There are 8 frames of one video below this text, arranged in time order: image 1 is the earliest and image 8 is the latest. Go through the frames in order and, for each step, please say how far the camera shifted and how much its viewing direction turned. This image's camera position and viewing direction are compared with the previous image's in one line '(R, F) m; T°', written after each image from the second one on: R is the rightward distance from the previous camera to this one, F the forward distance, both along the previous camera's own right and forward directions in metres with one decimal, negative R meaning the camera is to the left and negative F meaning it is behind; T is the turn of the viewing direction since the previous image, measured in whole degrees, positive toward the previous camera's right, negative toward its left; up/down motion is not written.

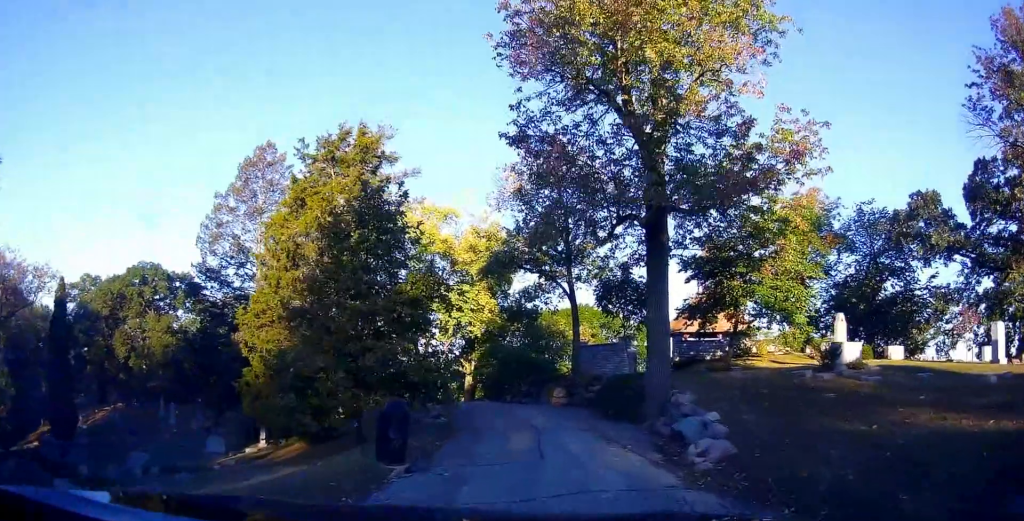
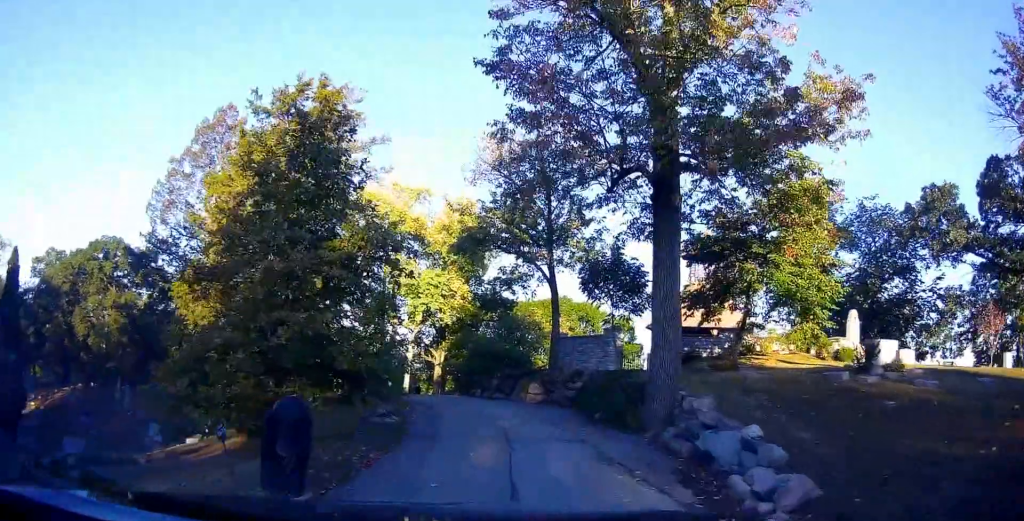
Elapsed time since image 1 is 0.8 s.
(+0.1, +3.3) m; +5°
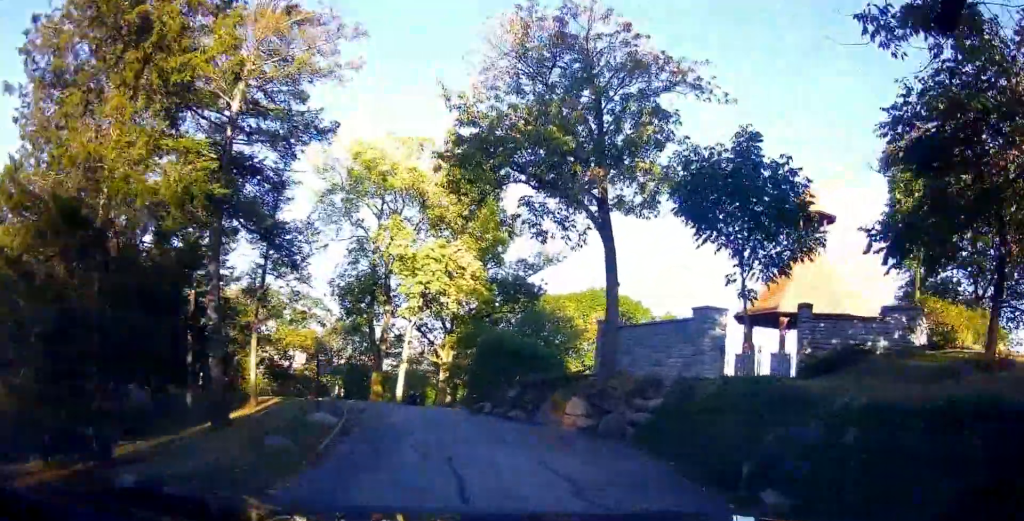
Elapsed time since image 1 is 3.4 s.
(+1.7, +11.3) m; +9°
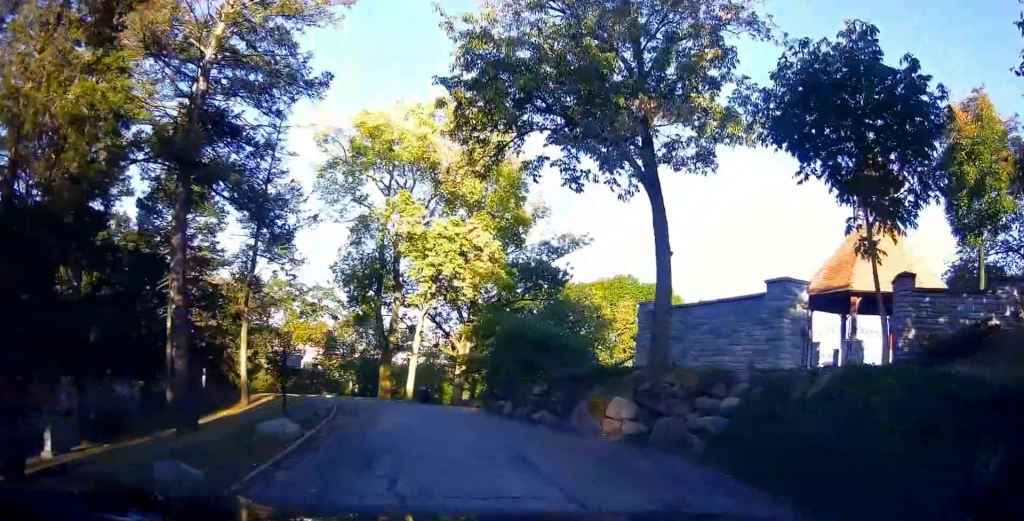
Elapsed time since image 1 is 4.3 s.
(-0.2, +3.9) m; -3°
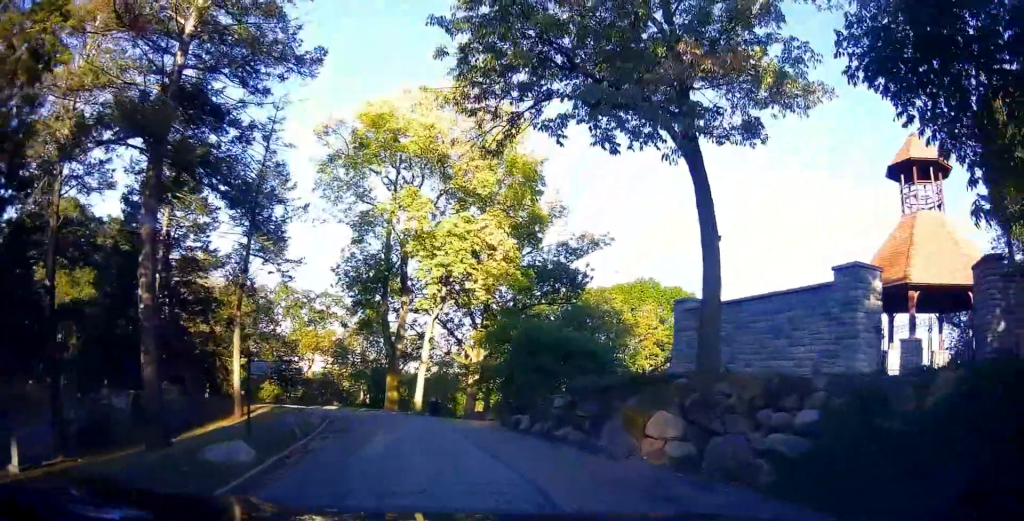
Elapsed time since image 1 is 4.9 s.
(0.0, +2.5) m; -5°
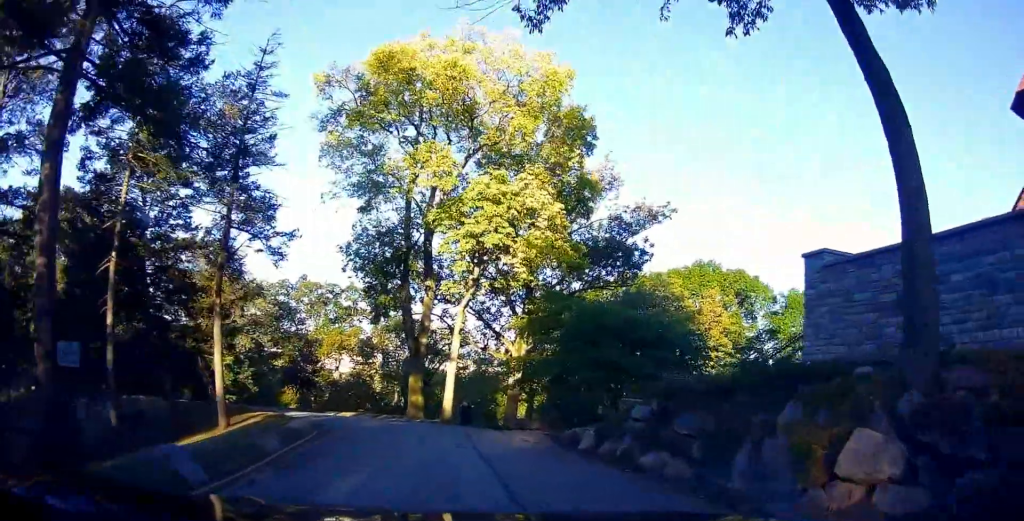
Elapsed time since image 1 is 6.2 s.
(-0.6, +5.2) m; -4°
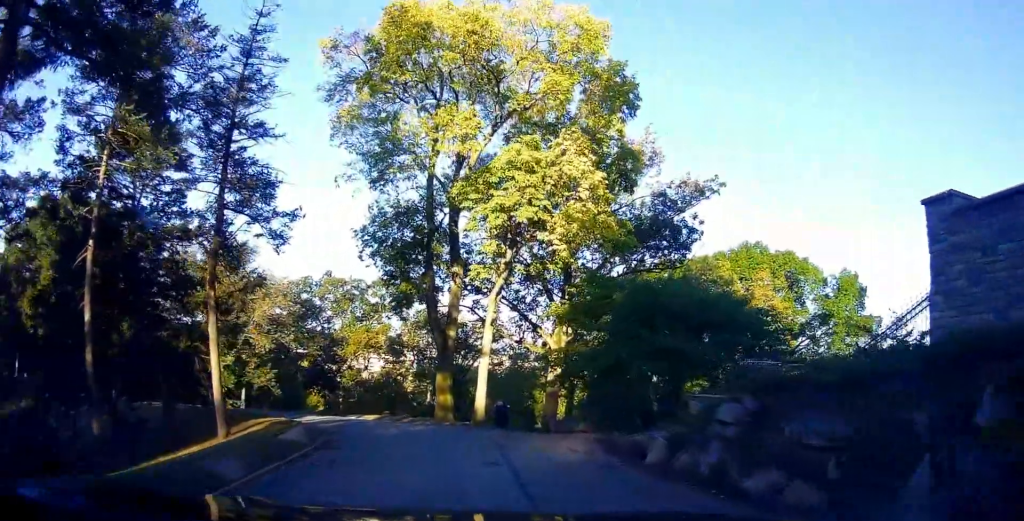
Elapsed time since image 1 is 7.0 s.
(+0.3, +2.9) m; -2°
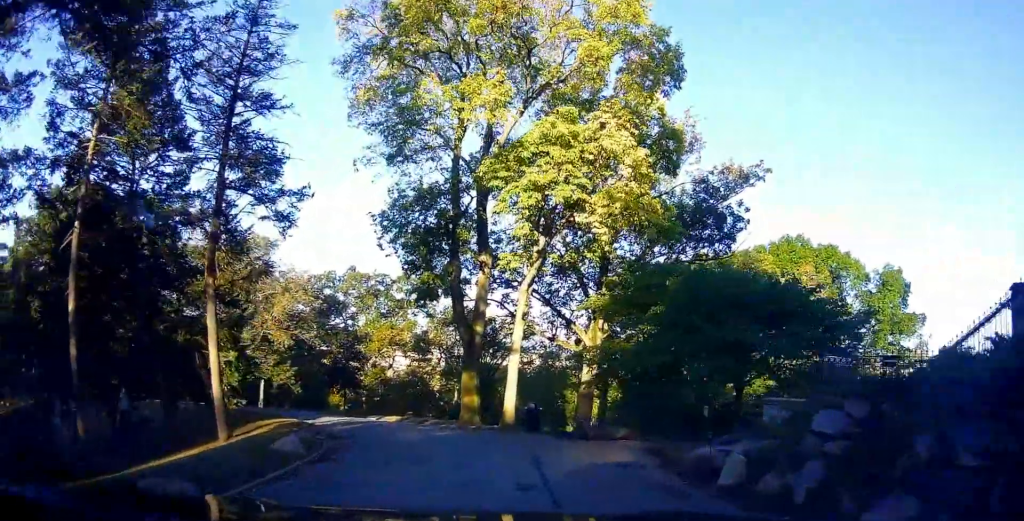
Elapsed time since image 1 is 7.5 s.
(+0.1, +2.0) m; -3°
